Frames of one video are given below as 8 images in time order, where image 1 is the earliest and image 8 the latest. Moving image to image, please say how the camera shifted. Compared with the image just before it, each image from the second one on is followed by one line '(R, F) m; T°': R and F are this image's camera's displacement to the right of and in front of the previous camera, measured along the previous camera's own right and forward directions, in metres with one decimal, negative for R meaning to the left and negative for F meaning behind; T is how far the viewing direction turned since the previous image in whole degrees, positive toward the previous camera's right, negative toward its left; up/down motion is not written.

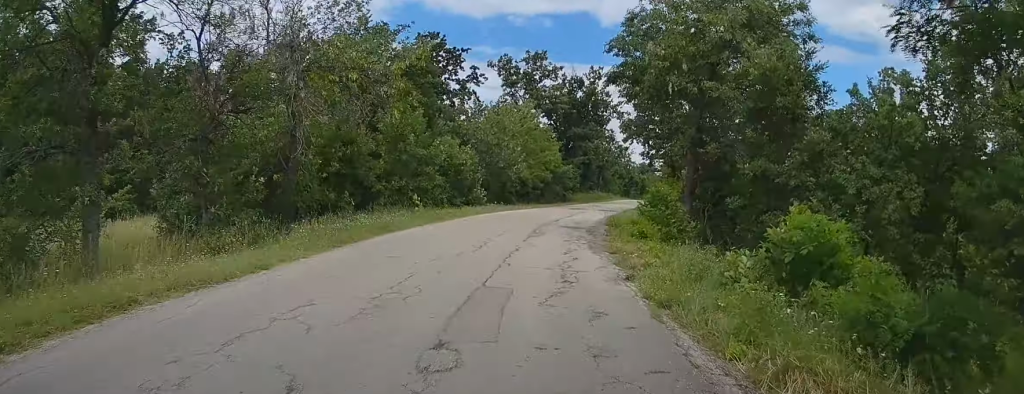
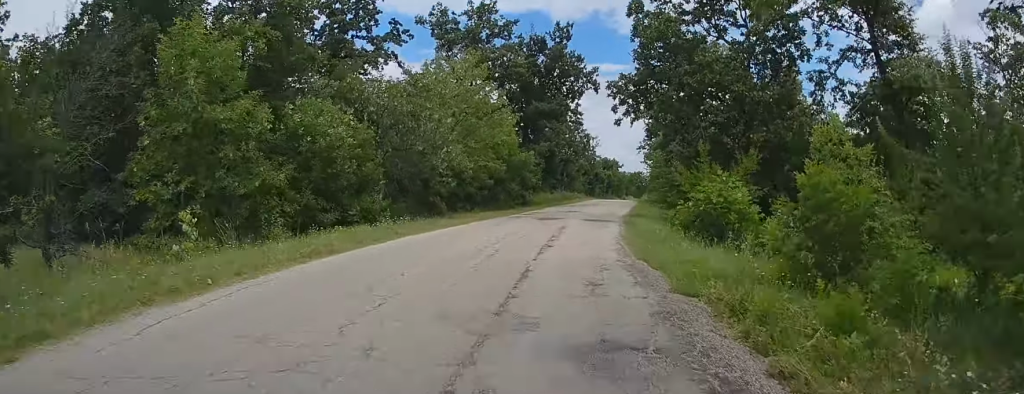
(+0.5, +18.6) m; +4°
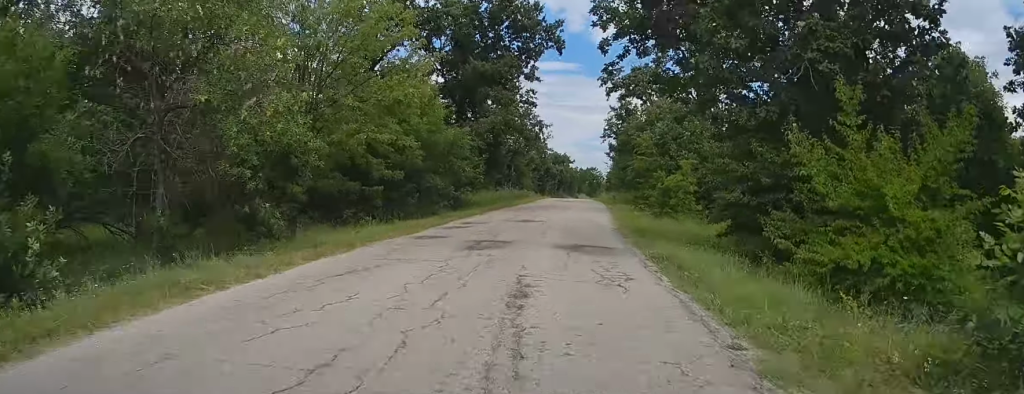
(+0.6, +14.6) m; +4°
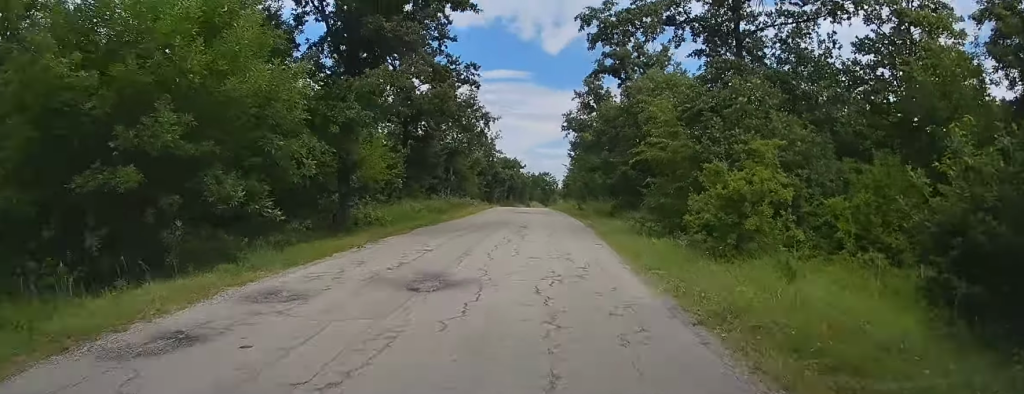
(+0.5, +15.3) m; +3°
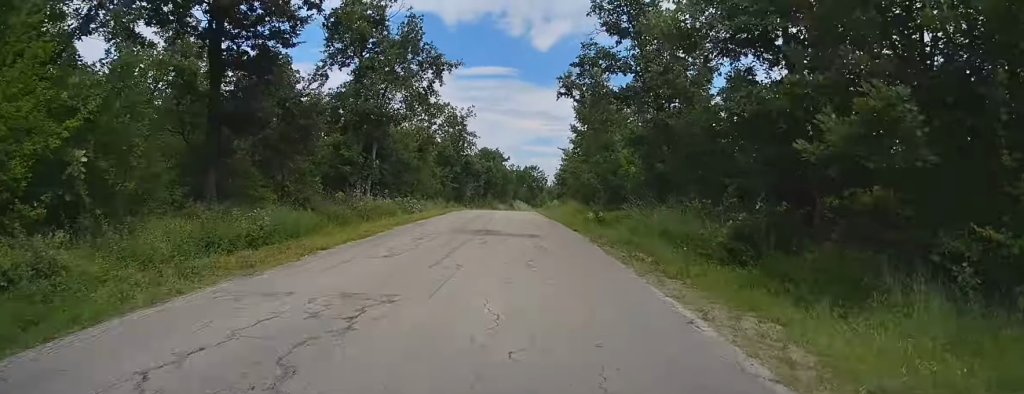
(+0.8, +26.2) m; +2°
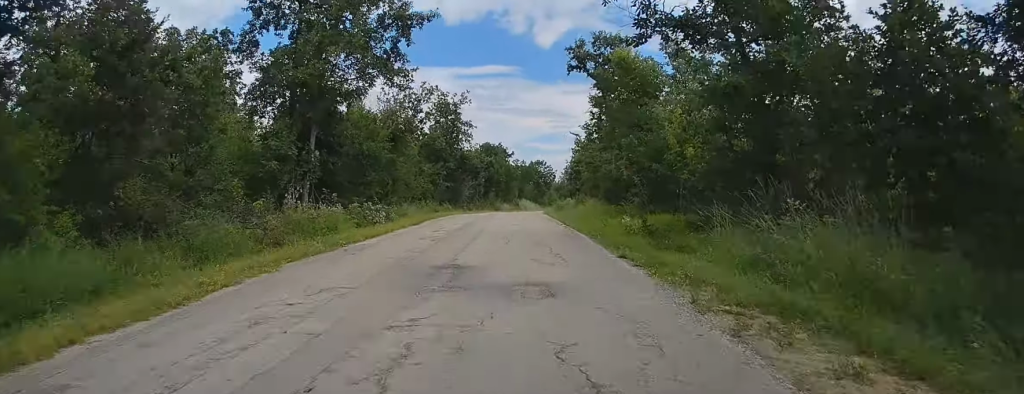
(-0.1, +11.4) m; 0°
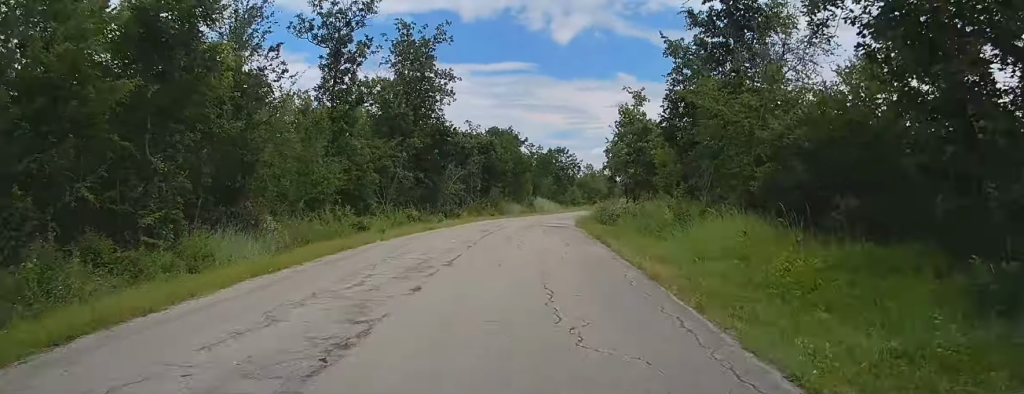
(-0.2, +26.8) m; -1°
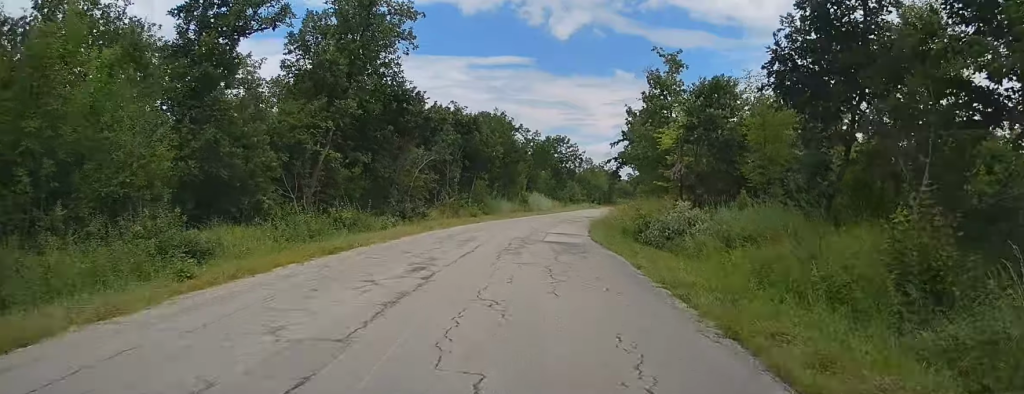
(-0.2, +13.1) m; +1°
